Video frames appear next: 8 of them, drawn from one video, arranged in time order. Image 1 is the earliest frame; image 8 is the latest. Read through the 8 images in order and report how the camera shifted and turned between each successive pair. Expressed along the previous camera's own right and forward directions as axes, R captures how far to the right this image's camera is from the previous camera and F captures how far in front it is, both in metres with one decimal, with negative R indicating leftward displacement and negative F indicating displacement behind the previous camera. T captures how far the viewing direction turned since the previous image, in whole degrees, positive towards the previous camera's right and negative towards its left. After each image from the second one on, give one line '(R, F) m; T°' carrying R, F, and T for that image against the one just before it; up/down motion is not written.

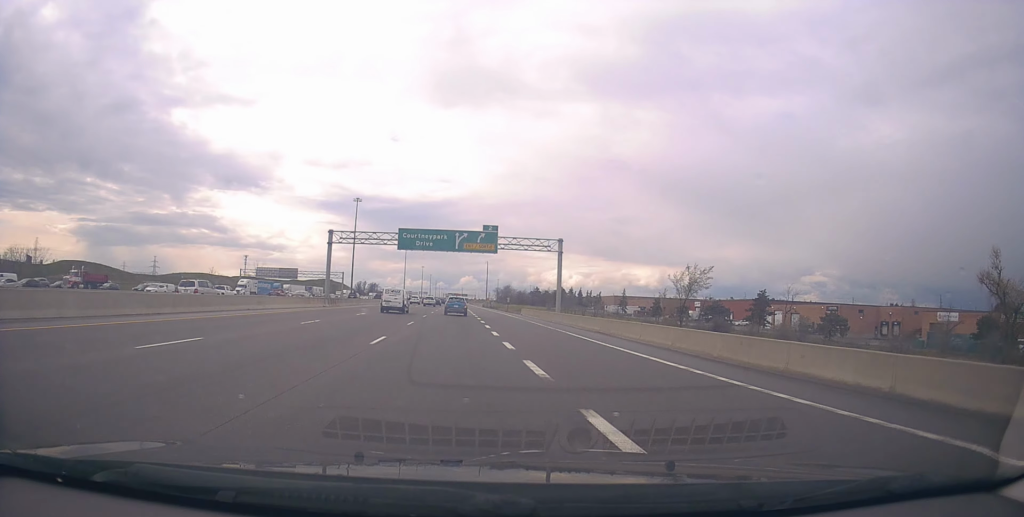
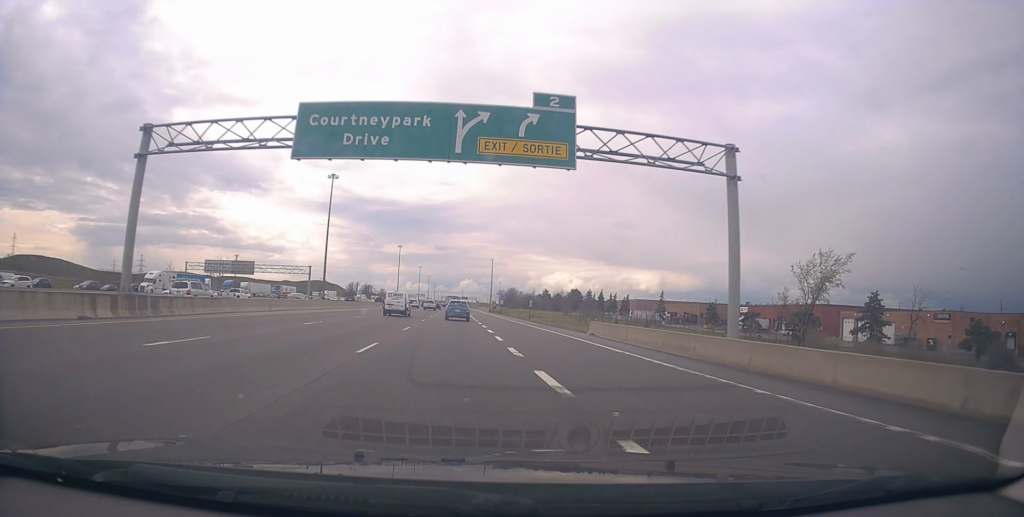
(+0.5, +36.4) m; 0°
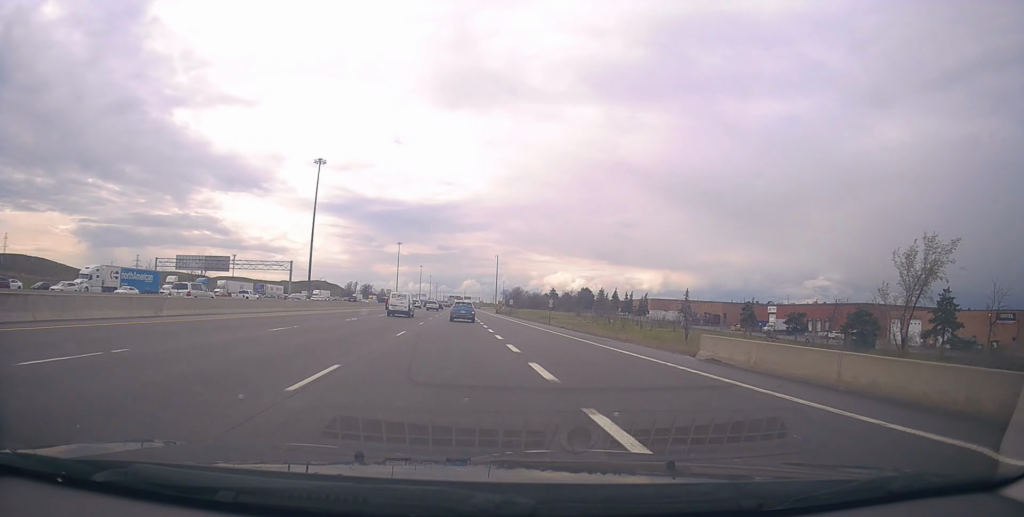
(-0.2, +16.5) m; 0°
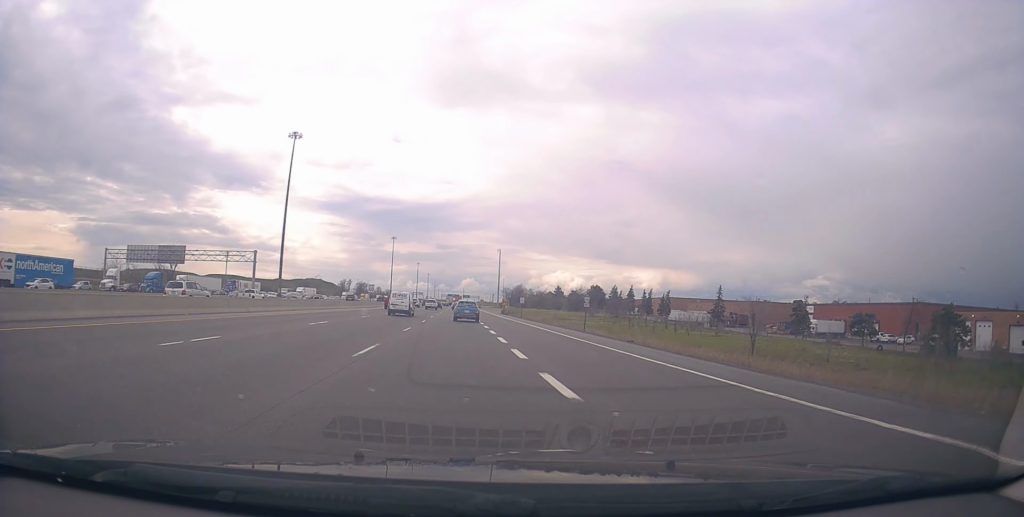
(+0.3, +19.0) m; 0°
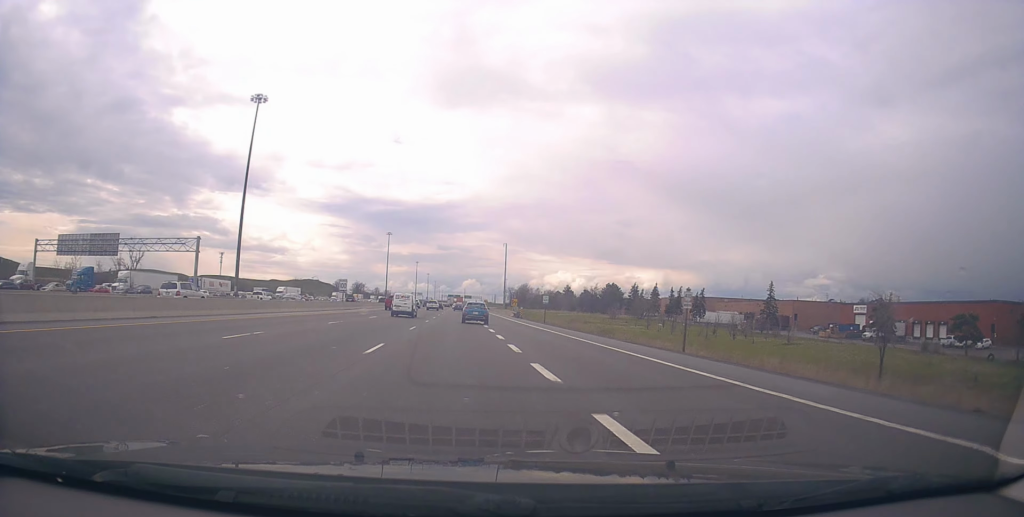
(-0.5, +21.9) m; 0°
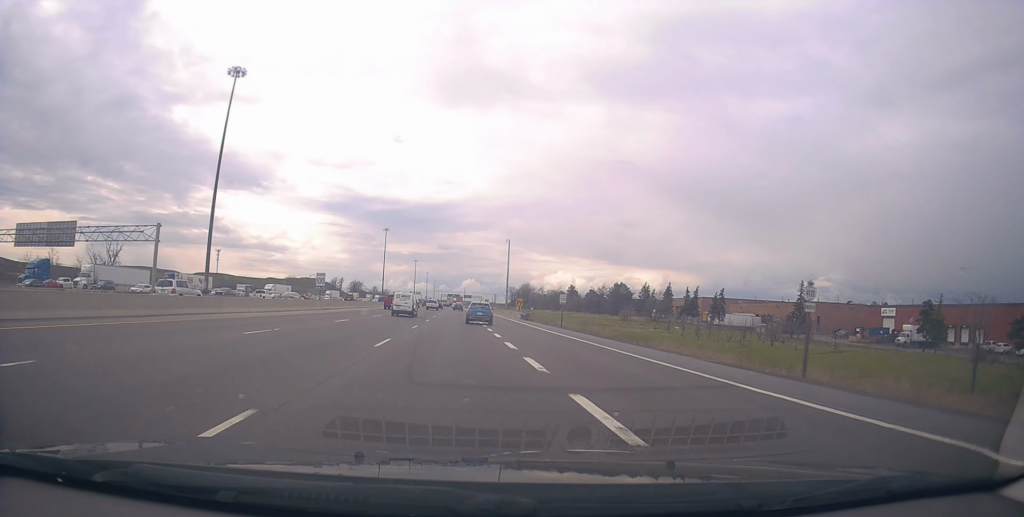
(0.0, +10.3) m; 0°
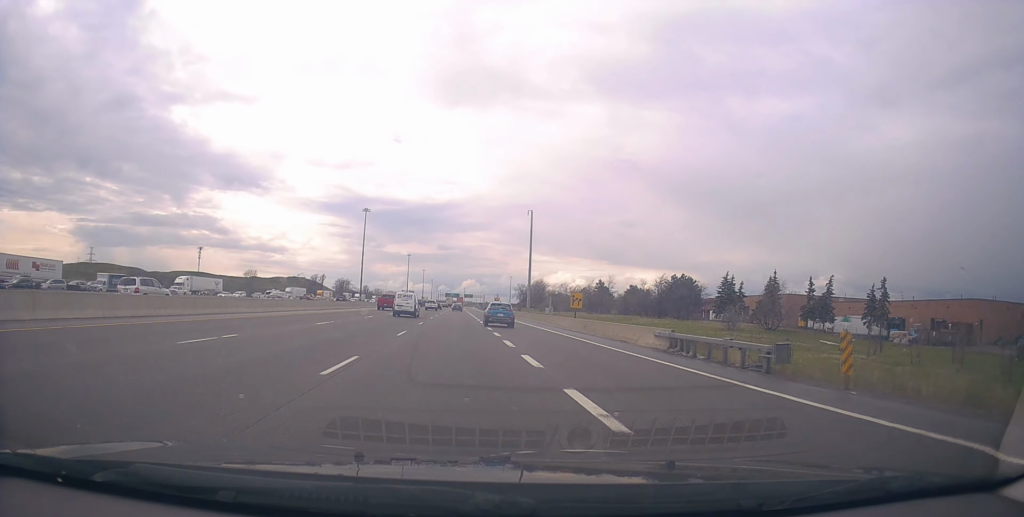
(+0.6, +51.3) m; +1°
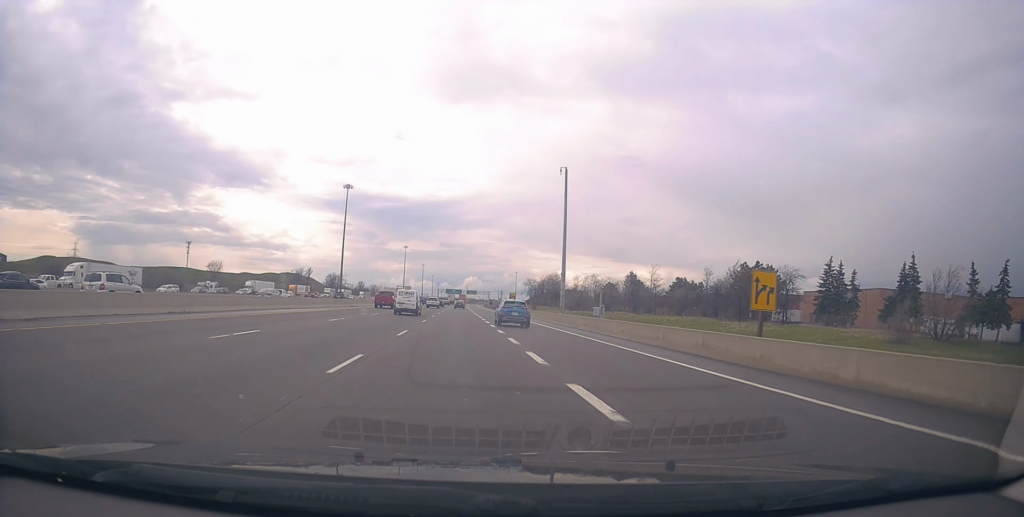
(-0.1, +34.3) m; 0°
